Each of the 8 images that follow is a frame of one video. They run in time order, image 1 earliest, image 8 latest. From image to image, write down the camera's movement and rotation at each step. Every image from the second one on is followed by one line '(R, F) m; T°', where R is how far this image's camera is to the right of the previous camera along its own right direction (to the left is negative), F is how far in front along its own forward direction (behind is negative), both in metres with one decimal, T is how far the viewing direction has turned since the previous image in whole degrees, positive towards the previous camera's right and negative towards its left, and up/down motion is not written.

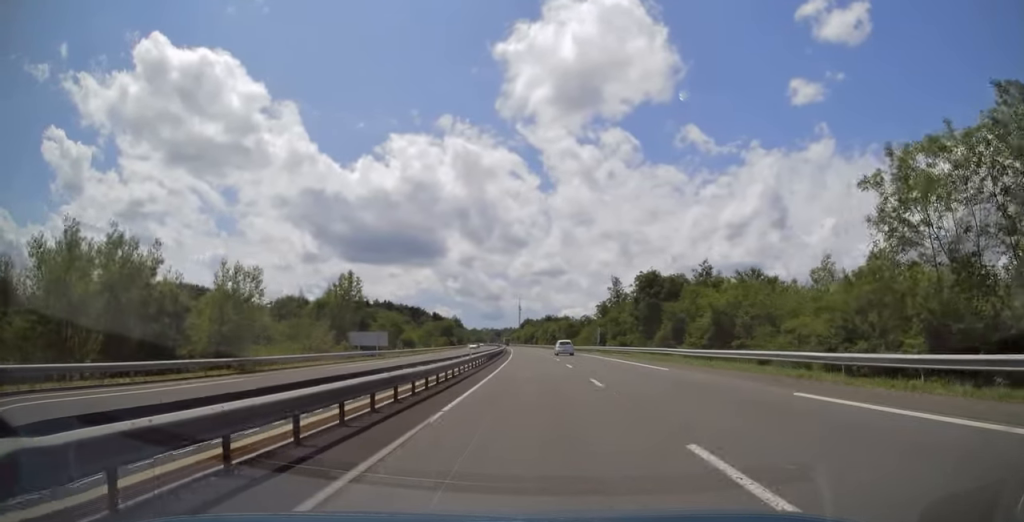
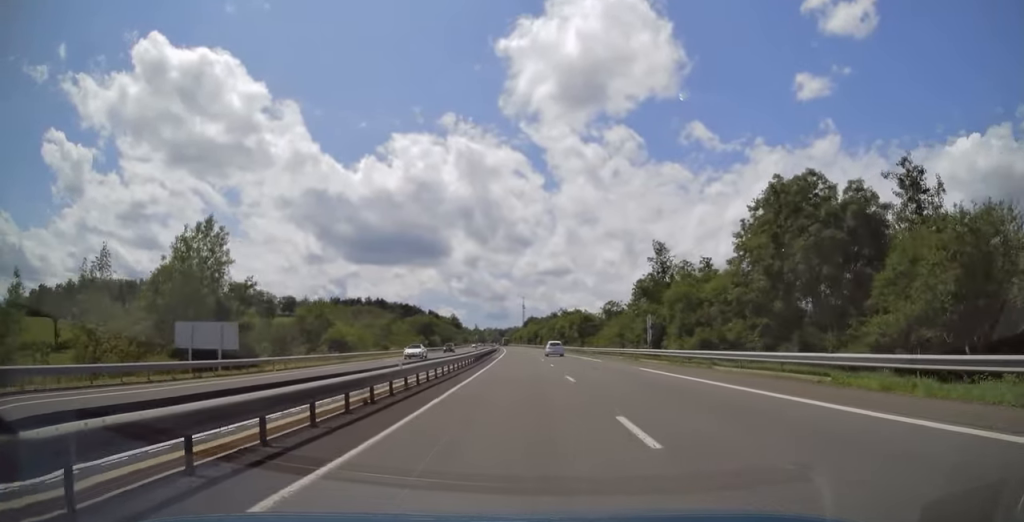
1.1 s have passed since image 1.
(-0.4, +36.0) m; -1°
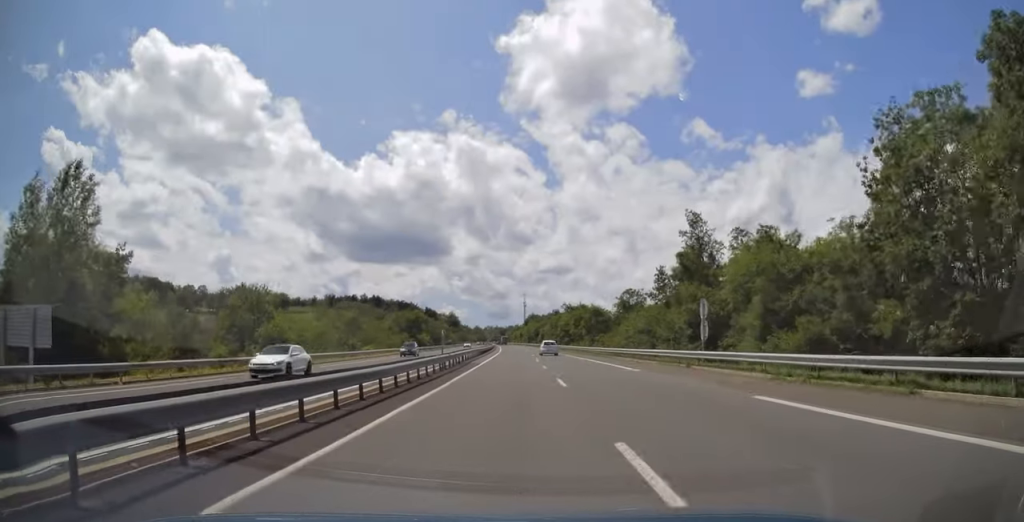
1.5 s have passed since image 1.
(+0.1, +15.5) m; 0°
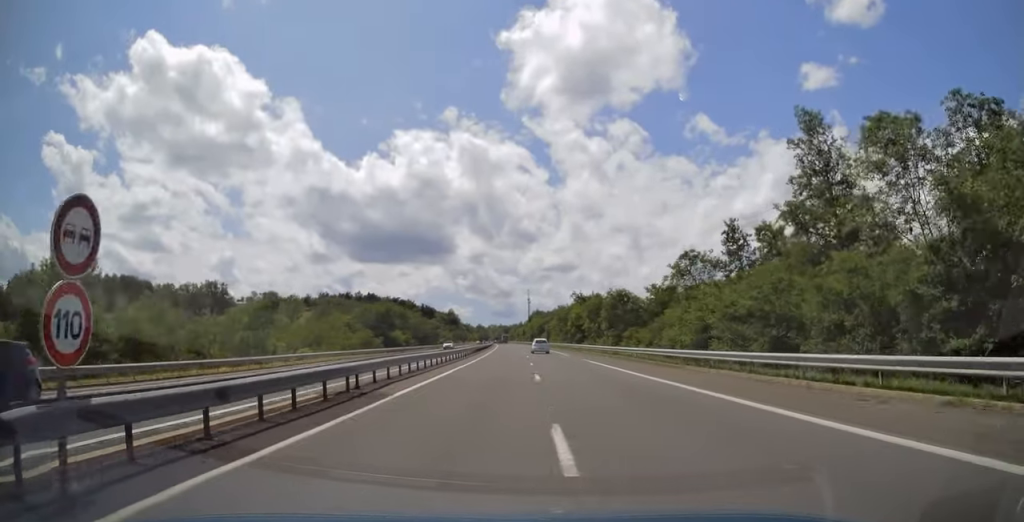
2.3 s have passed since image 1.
(-0.2, +24.4) m; -1°
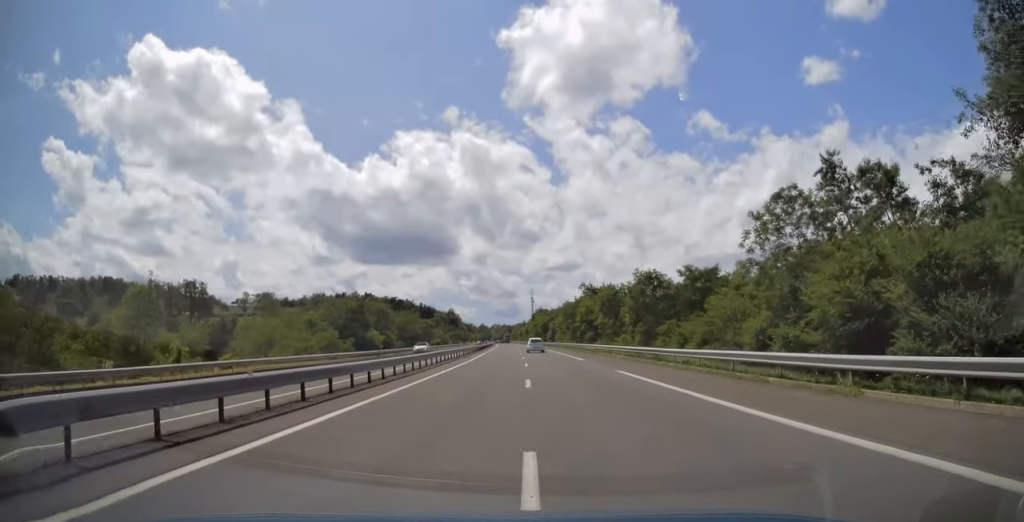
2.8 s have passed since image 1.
(-0.1, +15.5) m; 0°
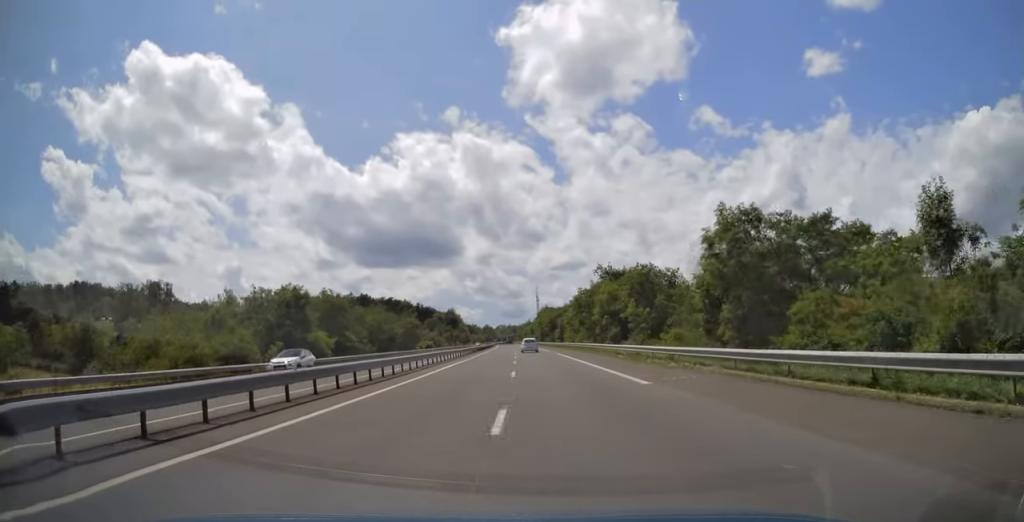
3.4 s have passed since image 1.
(0.0, +22.0) m; 0°
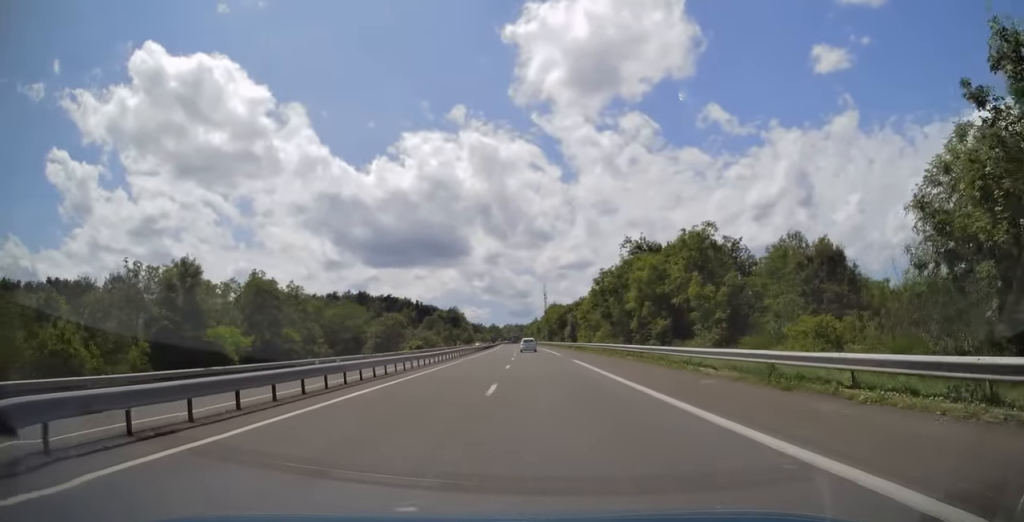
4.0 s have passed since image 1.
(0.0, +20.3) m; 0°
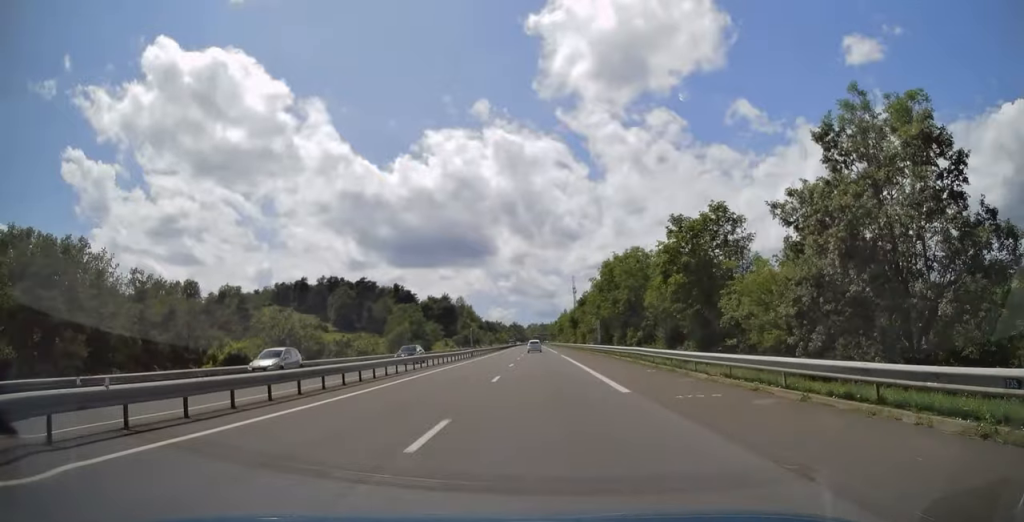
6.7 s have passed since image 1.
(-2.0, +86.9) m; -3°
